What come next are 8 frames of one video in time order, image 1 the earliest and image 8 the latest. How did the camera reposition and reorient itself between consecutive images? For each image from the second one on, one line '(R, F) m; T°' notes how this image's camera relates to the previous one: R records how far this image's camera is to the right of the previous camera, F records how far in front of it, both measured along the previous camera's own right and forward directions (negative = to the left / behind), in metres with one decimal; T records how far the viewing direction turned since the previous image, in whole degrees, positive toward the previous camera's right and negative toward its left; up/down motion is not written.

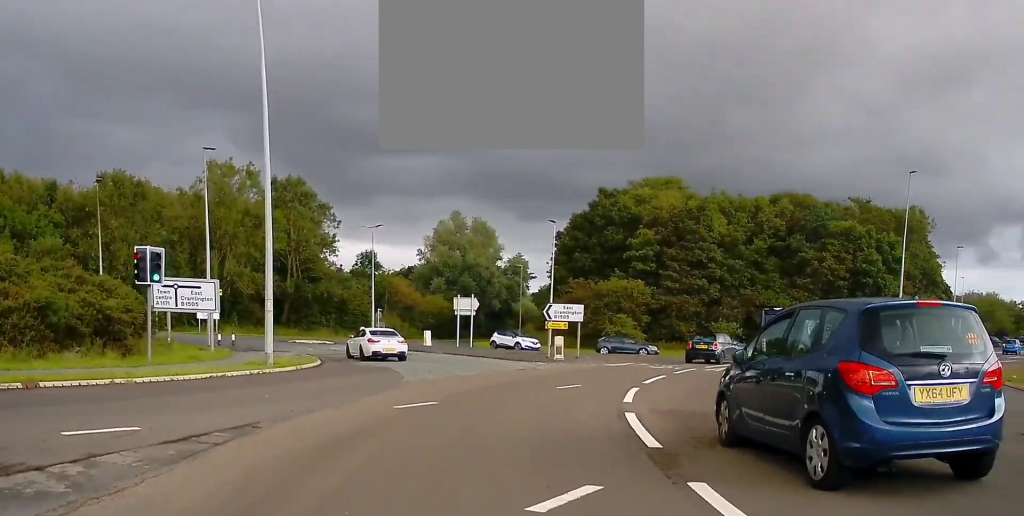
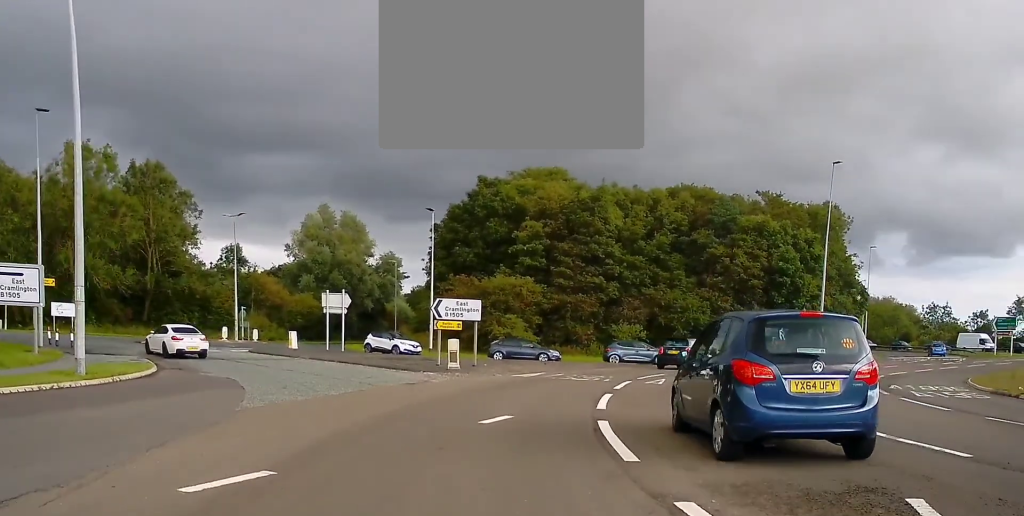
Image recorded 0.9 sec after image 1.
(+1.5, +5.7) m; +20°
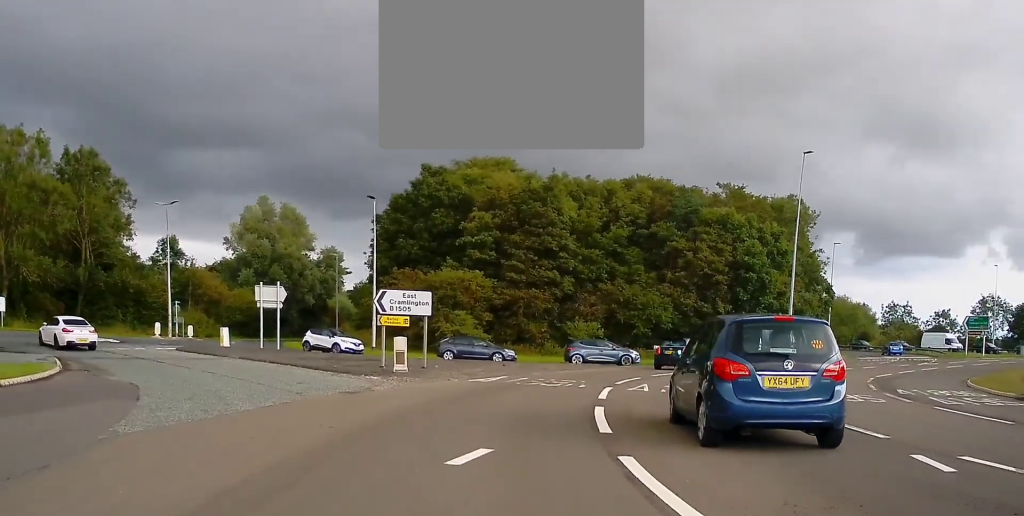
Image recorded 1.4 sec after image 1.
(+0.8, +3.5) m; +10°
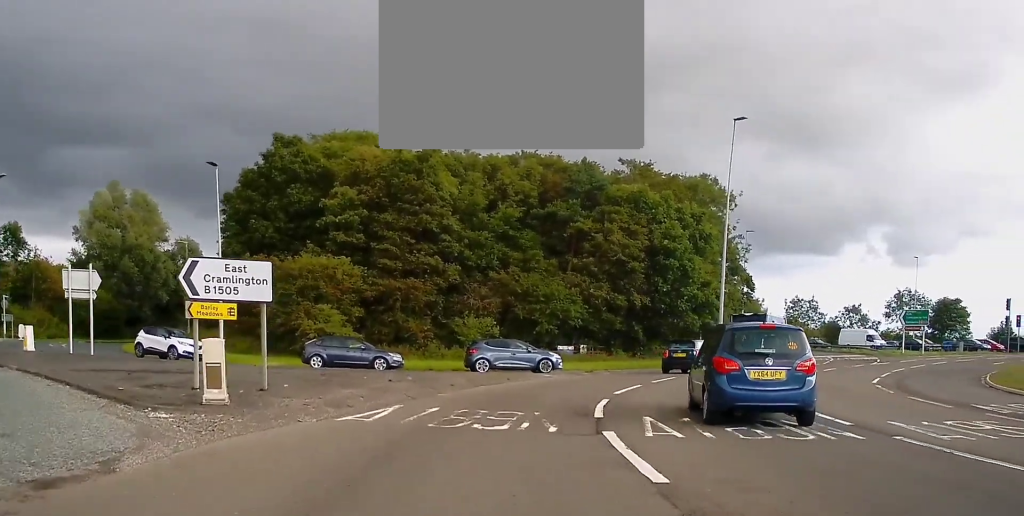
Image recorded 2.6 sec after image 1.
(-0.3, +10.0) m; +2°
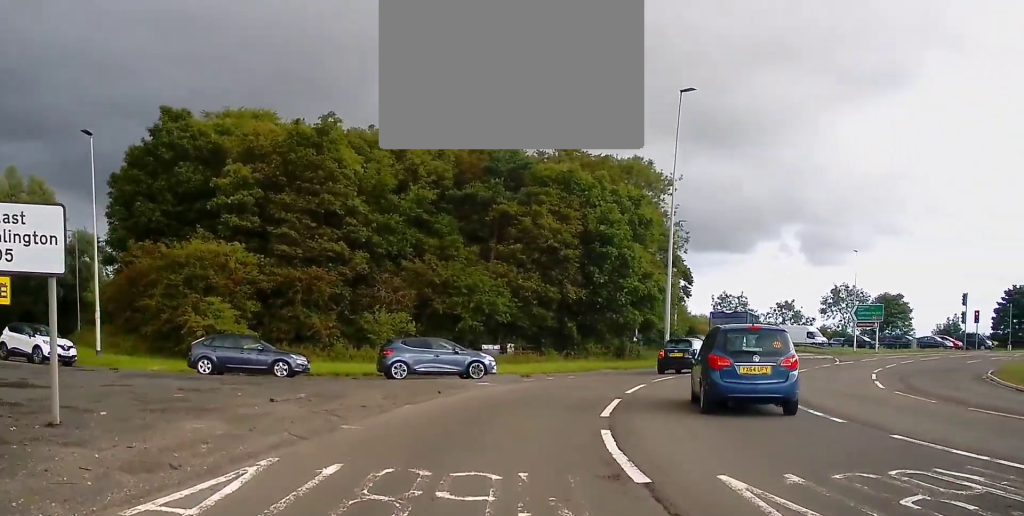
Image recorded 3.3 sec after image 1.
(0.0, +6.1) m; +7°
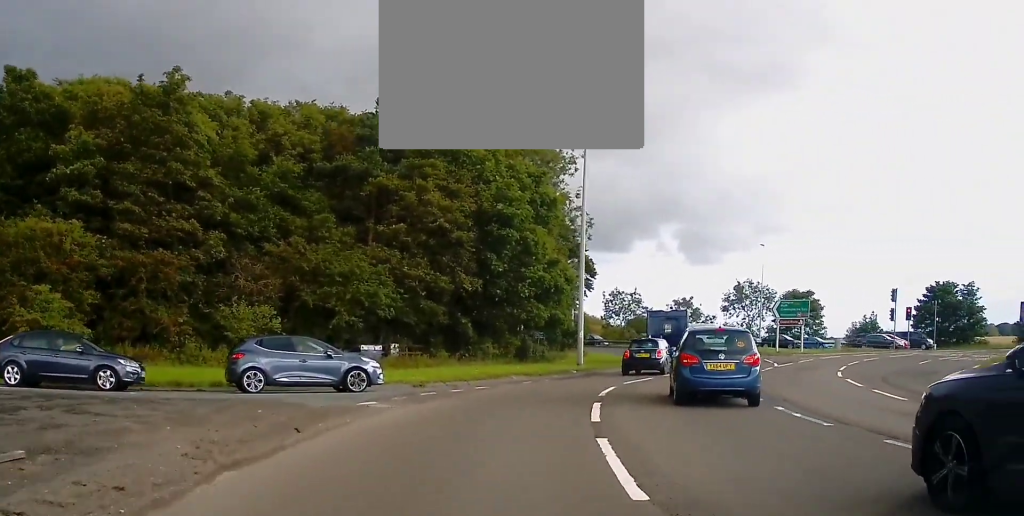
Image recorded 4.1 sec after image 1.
(+0.8, +6.9) m; +8°
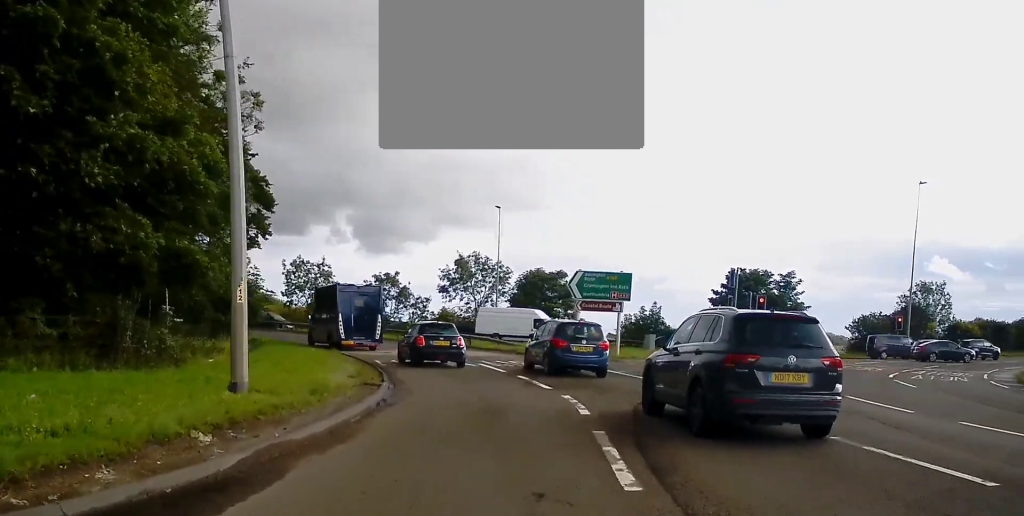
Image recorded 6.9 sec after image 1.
(+6.0, +23.5) m; +25°
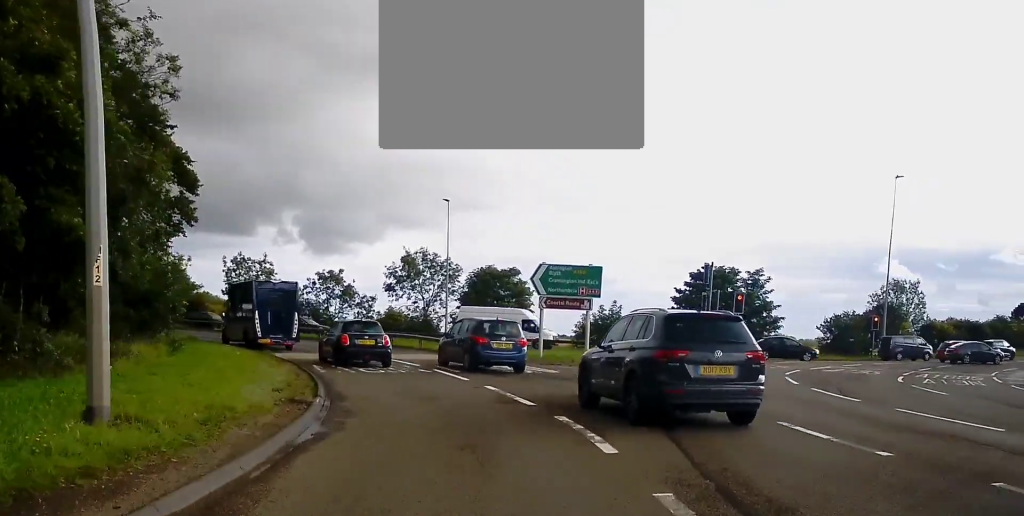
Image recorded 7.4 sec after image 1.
(-0.1, +4.0) m; +2°
